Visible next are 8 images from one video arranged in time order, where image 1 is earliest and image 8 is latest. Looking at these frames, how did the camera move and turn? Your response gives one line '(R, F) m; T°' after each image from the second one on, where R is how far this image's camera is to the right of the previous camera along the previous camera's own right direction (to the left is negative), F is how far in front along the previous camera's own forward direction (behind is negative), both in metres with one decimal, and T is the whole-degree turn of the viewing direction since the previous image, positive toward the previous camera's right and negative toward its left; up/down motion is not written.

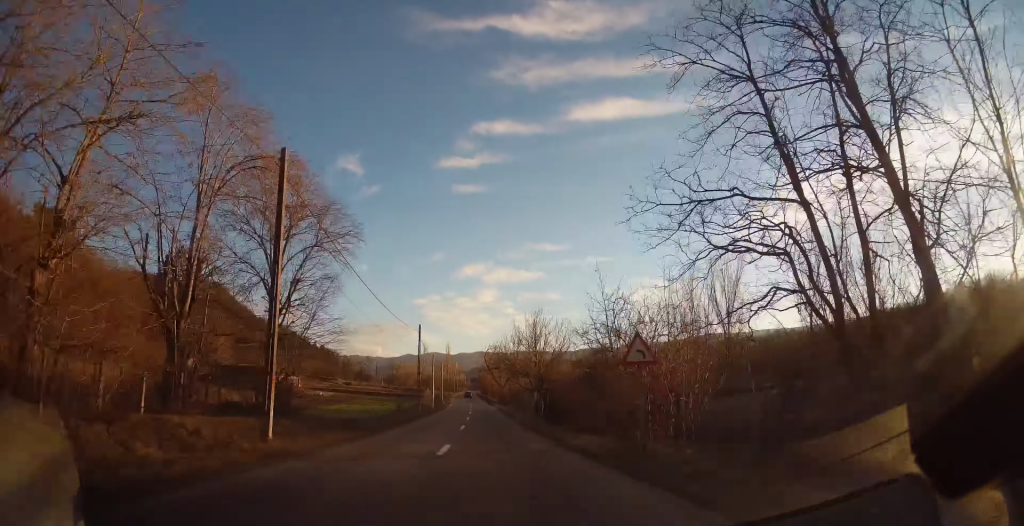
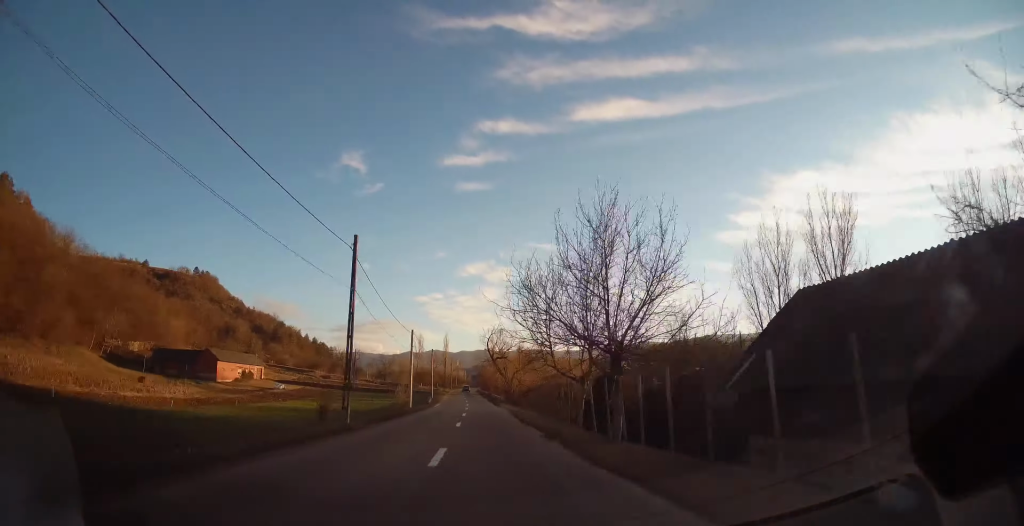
(+0.1, +26.2) m; -1°
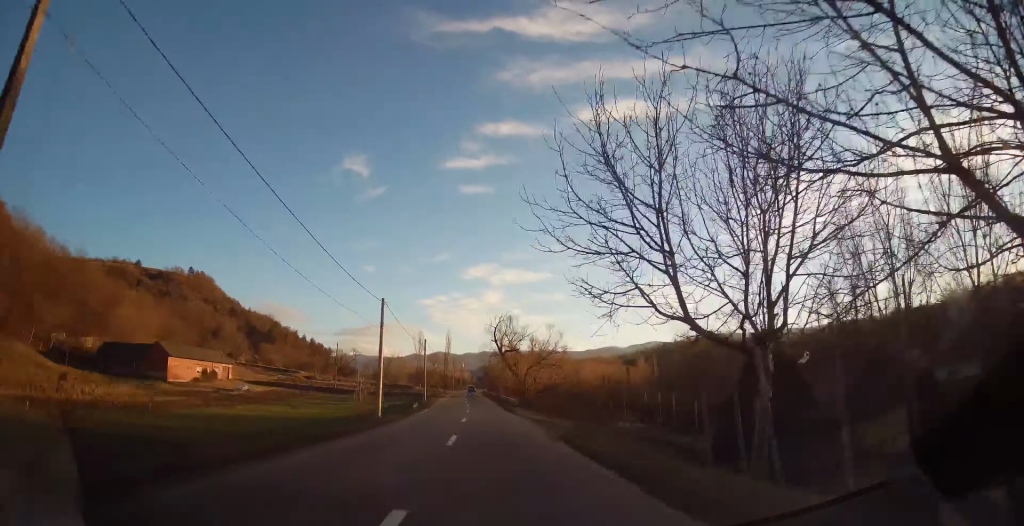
(-0.2, +18.7) m; -1°
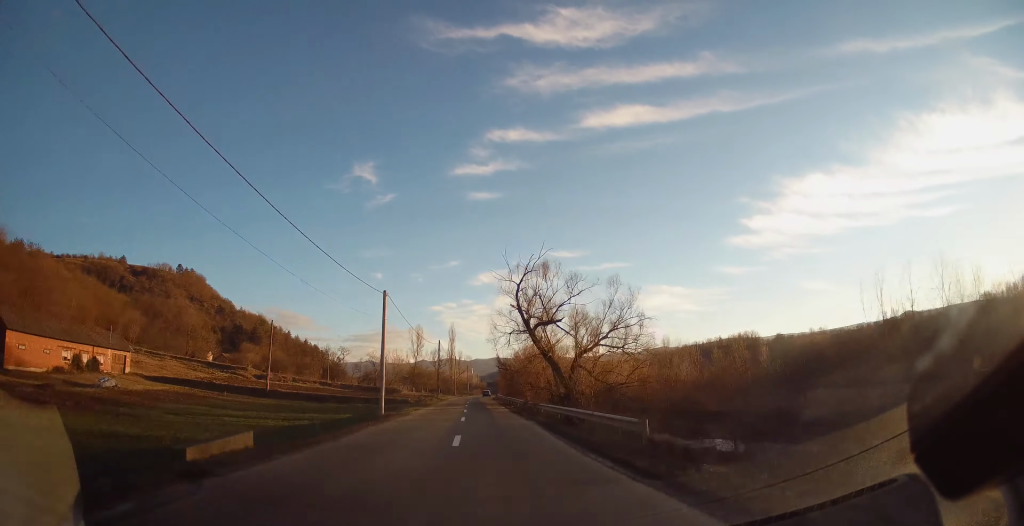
(-0.3, +35.6) m; 0°
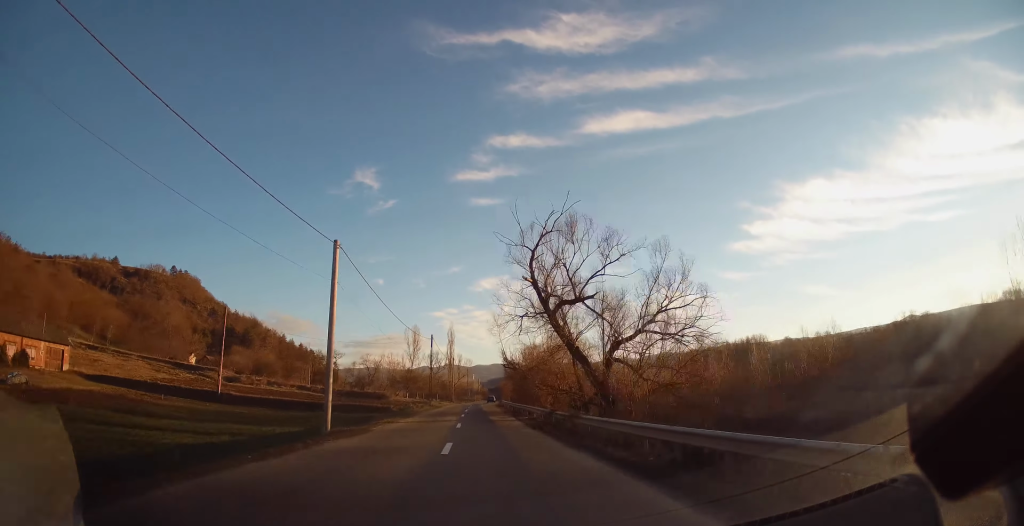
(0.0, +12.6) m; 0°
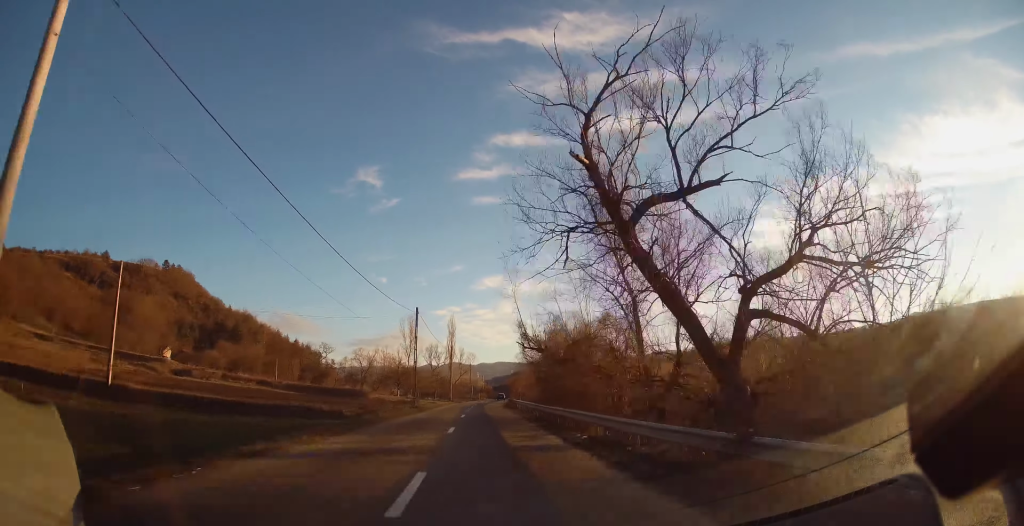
(0.0, +17.2) m; 0°
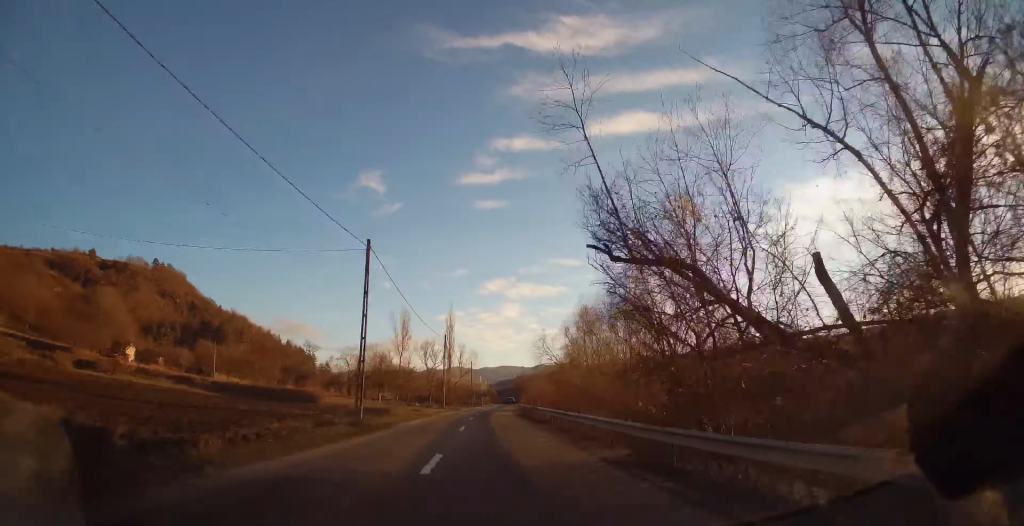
(-0.2, +19.4) m; 0°
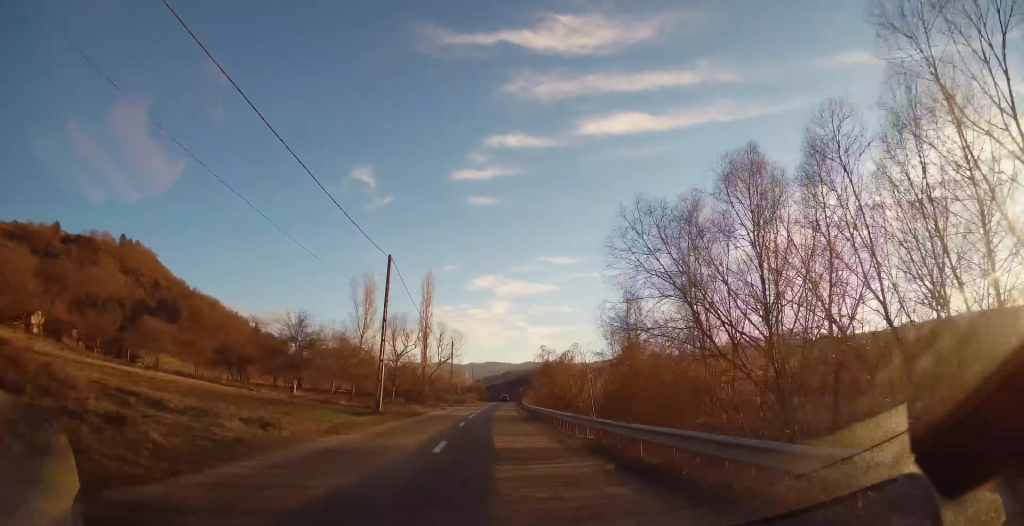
(+0.5, +30.7) m; +2°
